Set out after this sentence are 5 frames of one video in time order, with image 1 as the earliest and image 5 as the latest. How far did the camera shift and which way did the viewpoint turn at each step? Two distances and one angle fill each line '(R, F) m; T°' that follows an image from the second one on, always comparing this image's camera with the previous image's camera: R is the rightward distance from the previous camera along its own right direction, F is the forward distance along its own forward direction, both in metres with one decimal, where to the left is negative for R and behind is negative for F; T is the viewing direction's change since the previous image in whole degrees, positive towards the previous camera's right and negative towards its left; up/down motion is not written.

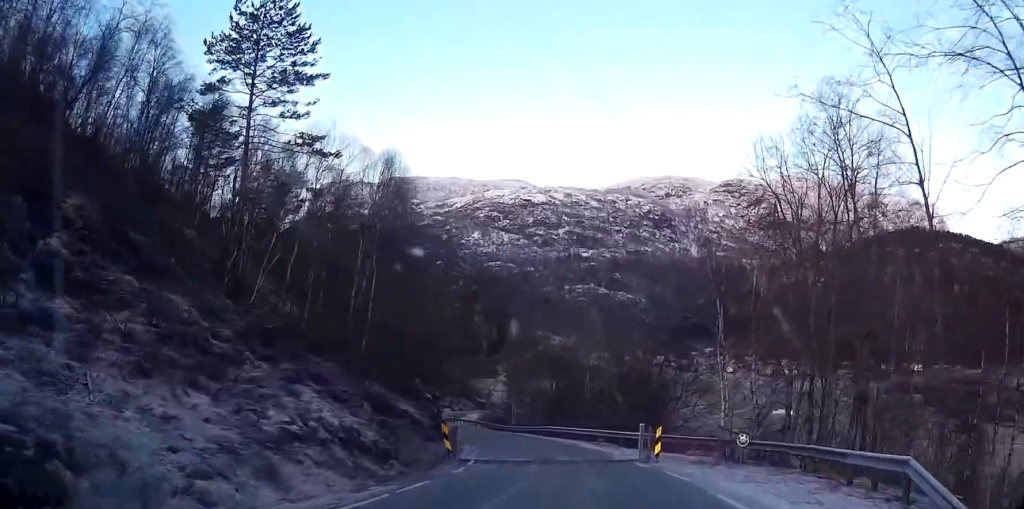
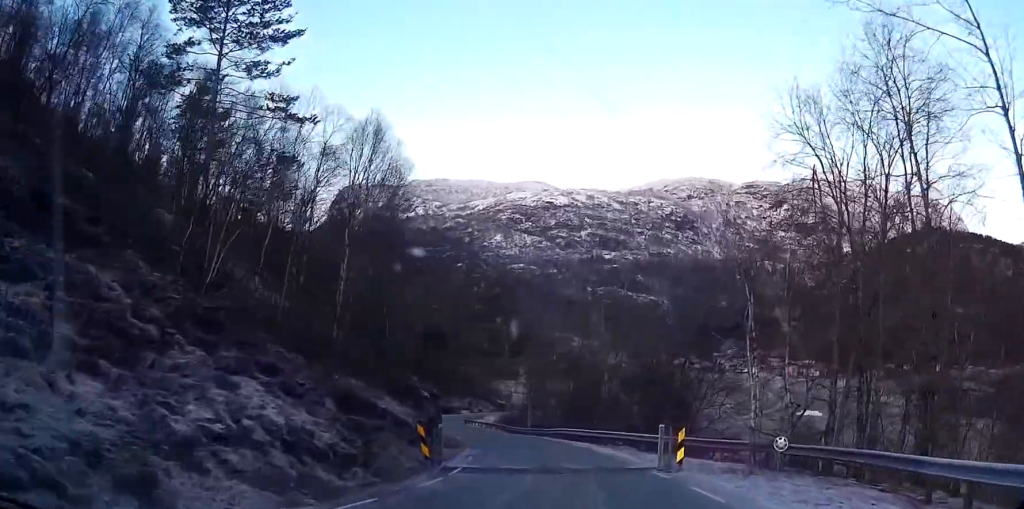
(-0.1, +4.2) m; -2°
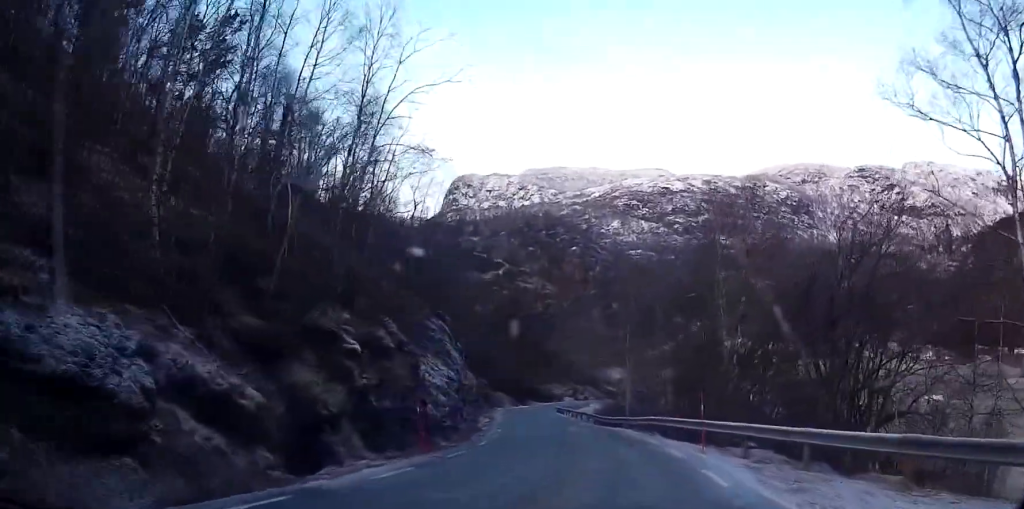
(-1.9, +19.8) m; -8°
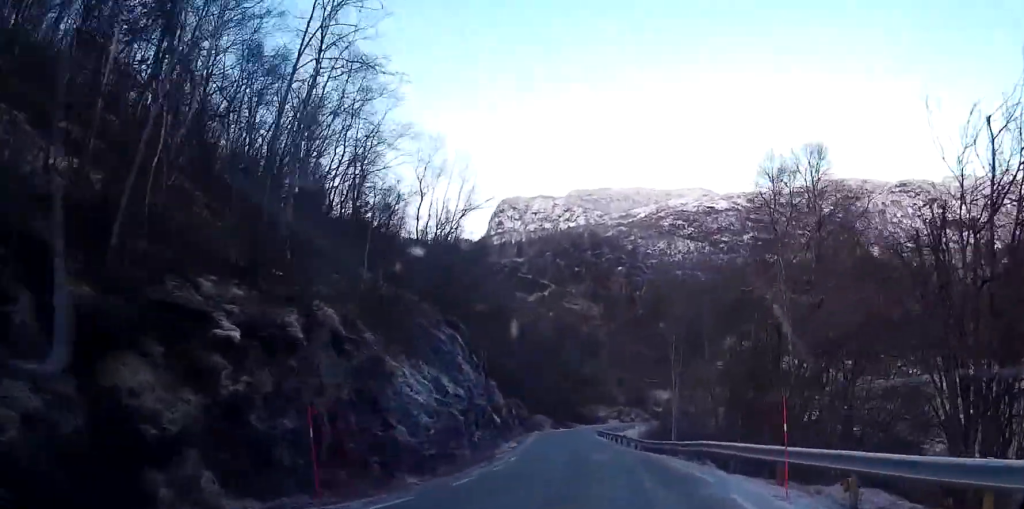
(-0.1, +7.6) m; -2°
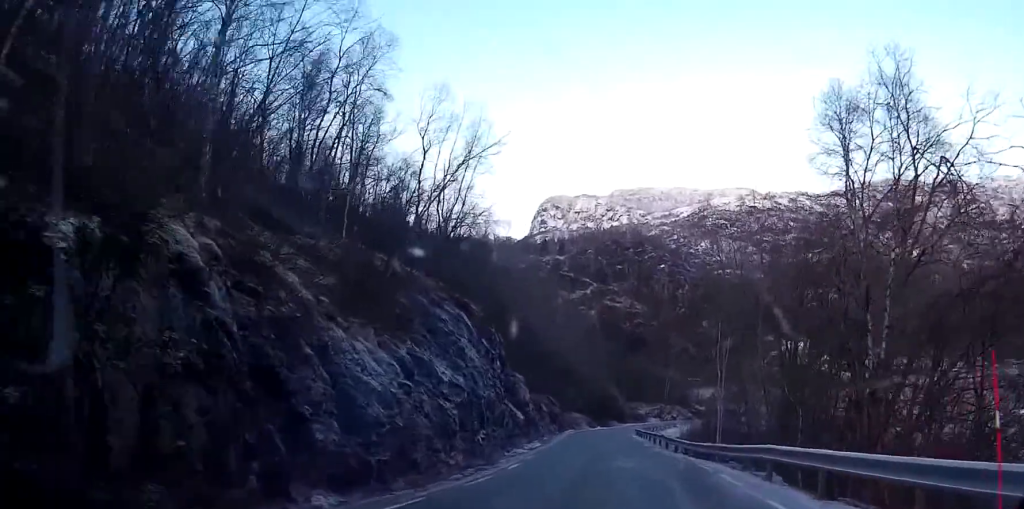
(-0.2, +6.7) m; -2°
